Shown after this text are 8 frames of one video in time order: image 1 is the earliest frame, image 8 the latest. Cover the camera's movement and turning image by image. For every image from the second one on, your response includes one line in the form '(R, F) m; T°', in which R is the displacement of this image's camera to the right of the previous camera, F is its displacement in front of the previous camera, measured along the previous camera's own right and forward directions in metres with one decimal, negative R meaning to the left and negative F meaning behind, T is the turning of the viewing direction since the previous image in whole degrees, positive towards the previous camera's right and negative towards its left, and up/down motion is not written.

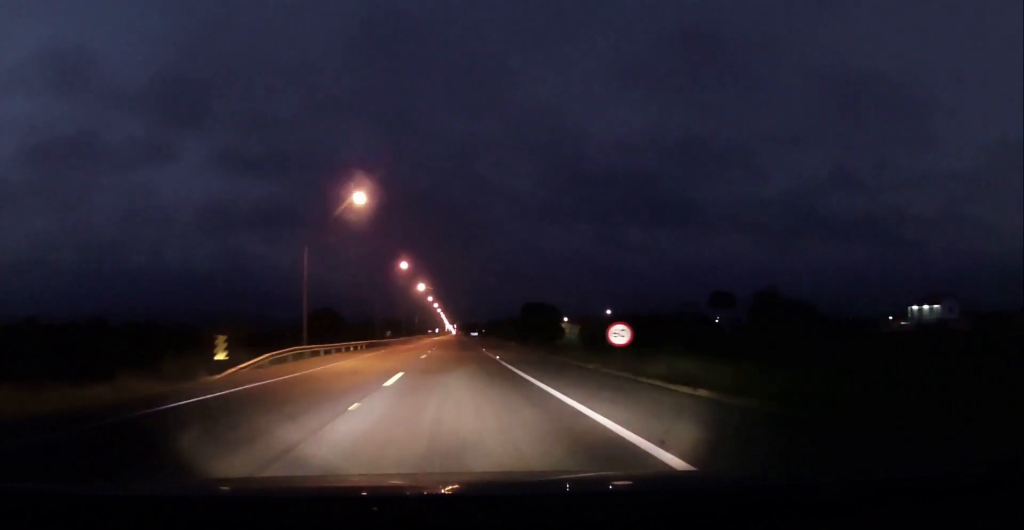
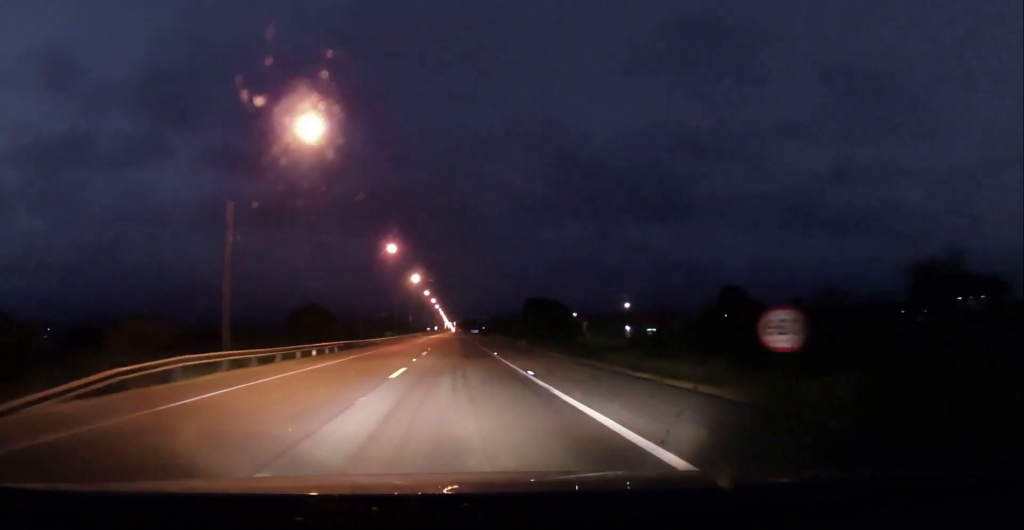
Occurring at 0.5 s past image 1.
(-0.1, +14.3) m; 0°
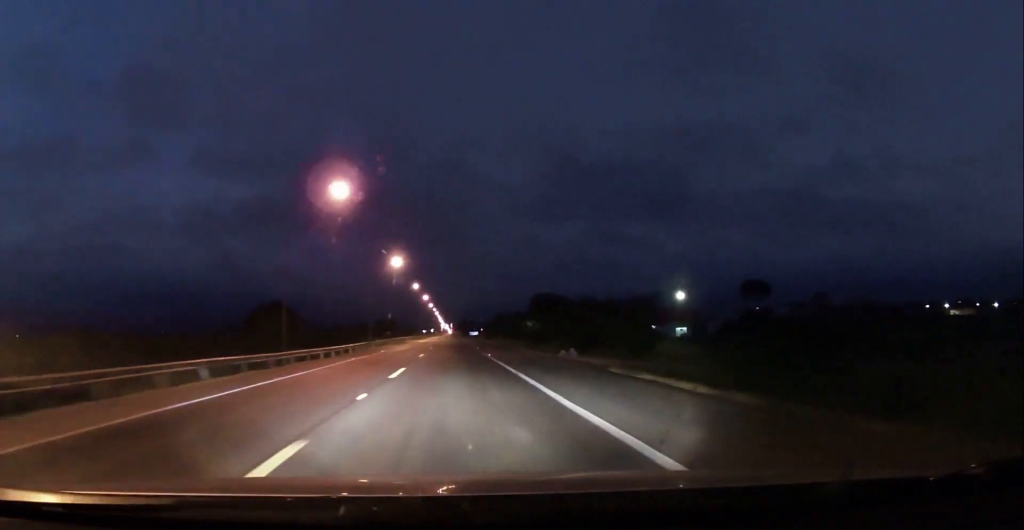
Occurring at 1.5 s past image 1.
(+0.2, +28.7) m; +1°
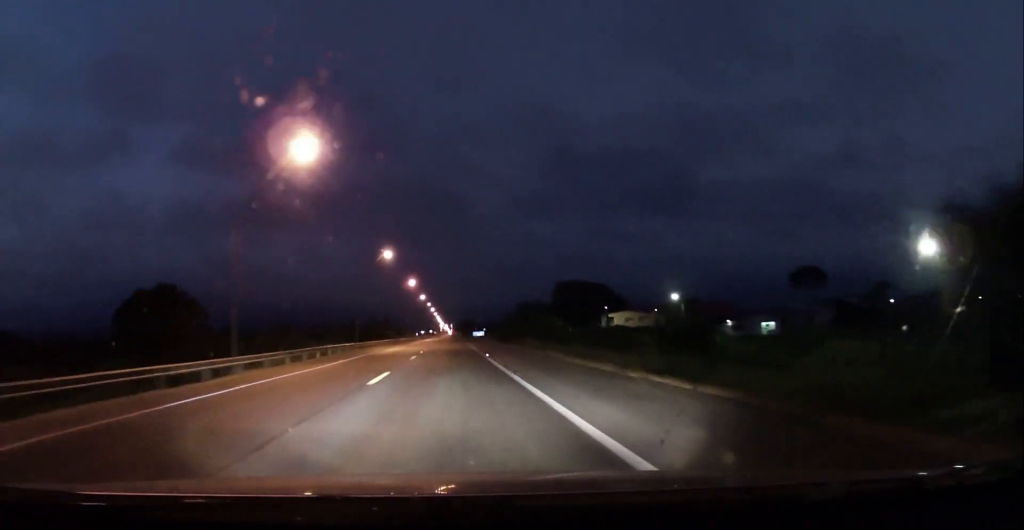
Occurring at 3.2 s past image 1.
(+0.1, +47.9) m; -1°
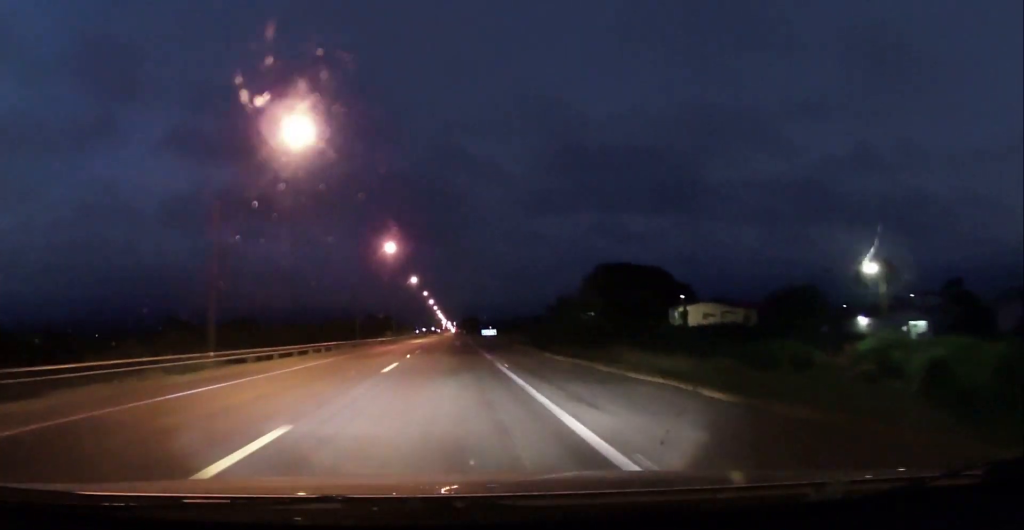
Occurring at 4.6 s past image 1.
(-0.2, +42.5) m; 0°
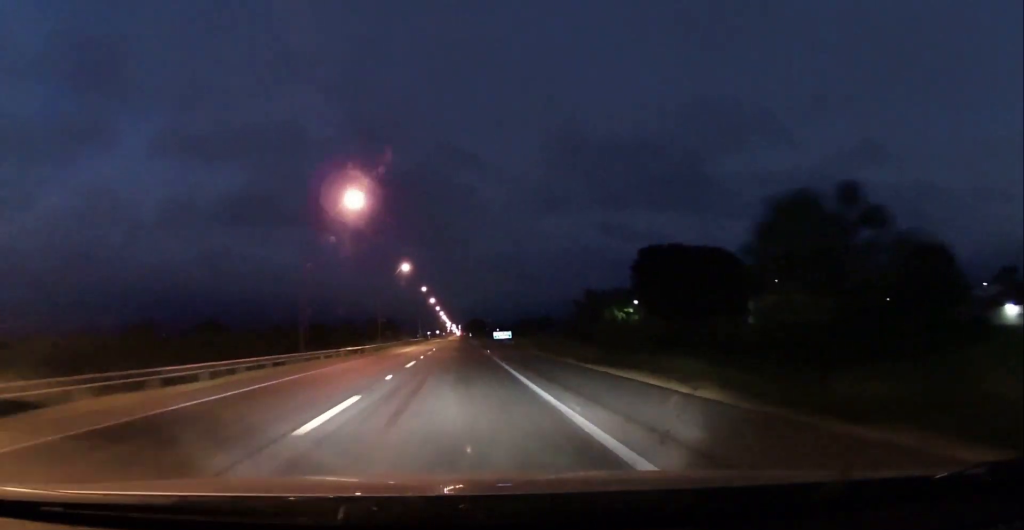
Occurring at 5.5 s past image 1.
(+0.3, +26.2) m; 0°
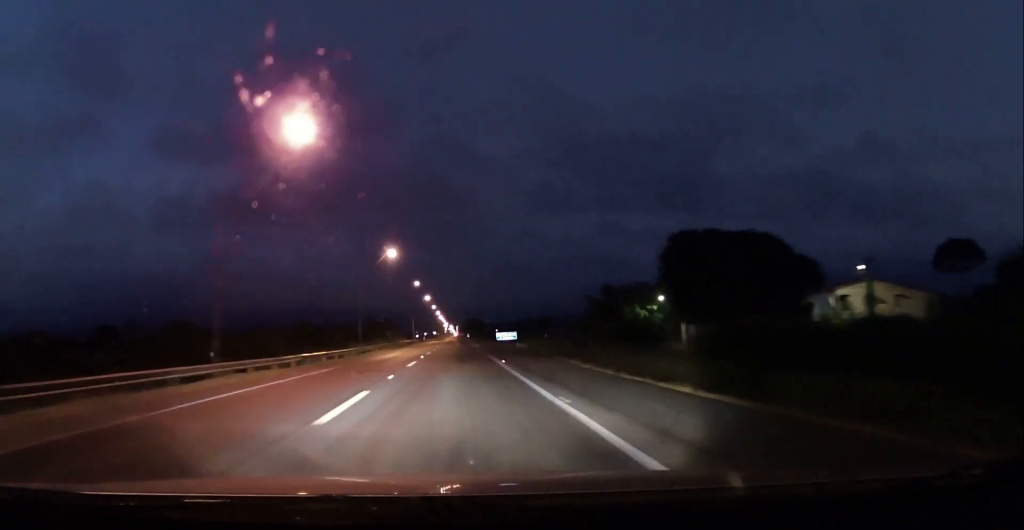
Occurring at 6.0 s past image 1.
(-0.2, +14.6) m; 0°
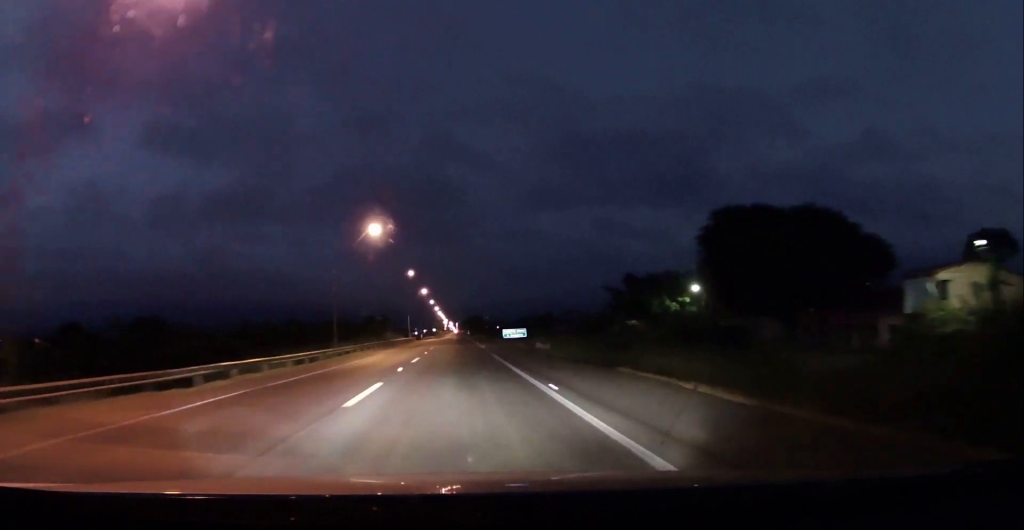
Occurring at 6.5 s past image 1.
(-0.1, +13.6) m; 0°
